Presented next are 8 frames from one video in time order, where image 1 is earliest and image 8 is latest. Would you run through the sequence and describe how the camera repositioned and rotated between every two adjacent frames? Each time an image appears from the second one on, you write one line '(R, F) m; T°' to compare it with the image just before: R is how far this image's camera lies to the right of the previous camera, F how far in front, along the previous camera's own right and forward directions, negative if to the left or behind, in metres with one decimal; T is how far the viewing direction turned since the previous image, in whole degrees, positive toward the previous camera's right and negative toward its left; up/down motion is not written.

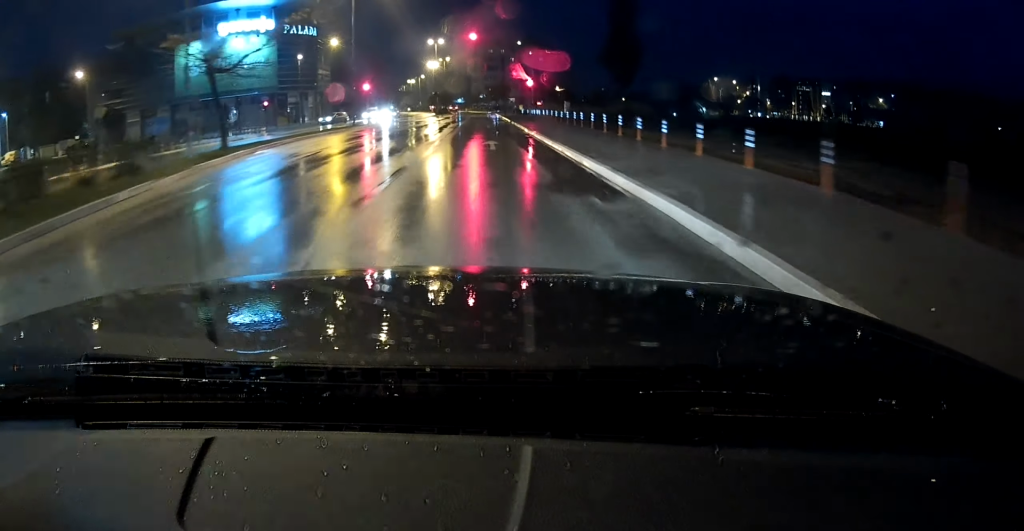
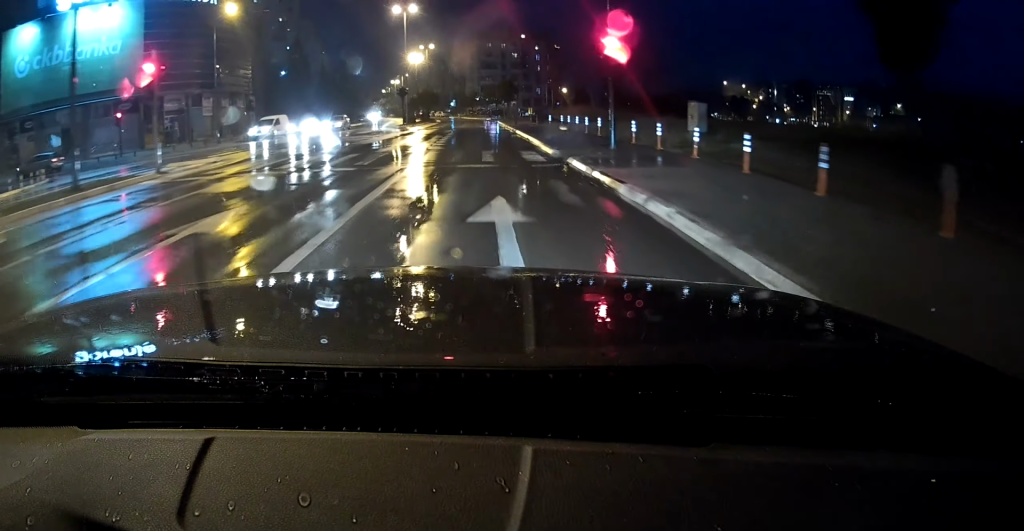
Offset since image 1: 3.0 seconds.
(-0.2, +28.8) m; 0°
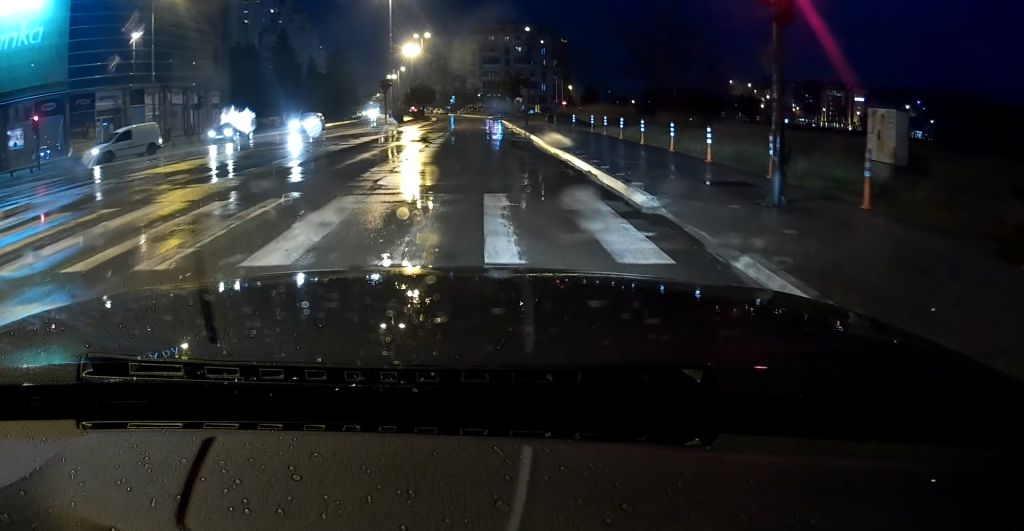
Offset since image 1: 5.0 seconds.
(0.0, +13.6) m; 0°
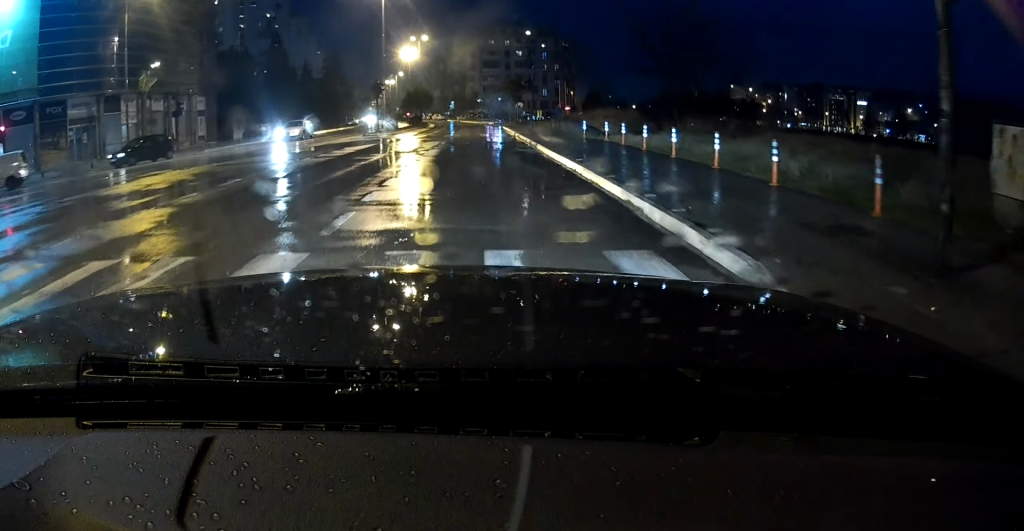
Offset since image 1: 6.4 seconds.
(-0.1, +9.1) m; 0°
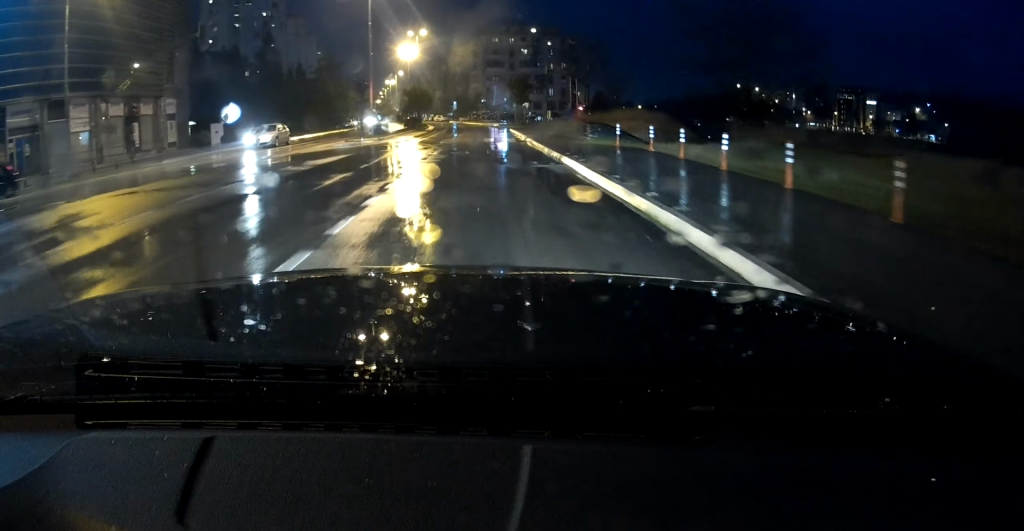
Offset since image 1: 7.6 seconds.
(+0.1, +9.0) m; 0°
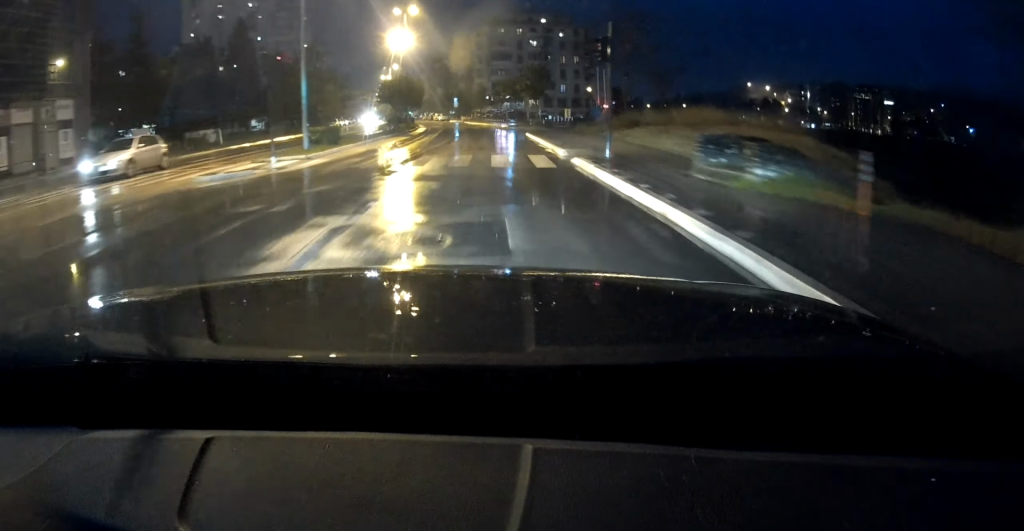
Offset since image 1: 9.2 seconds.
(+0.1, +14.6) m; -1°
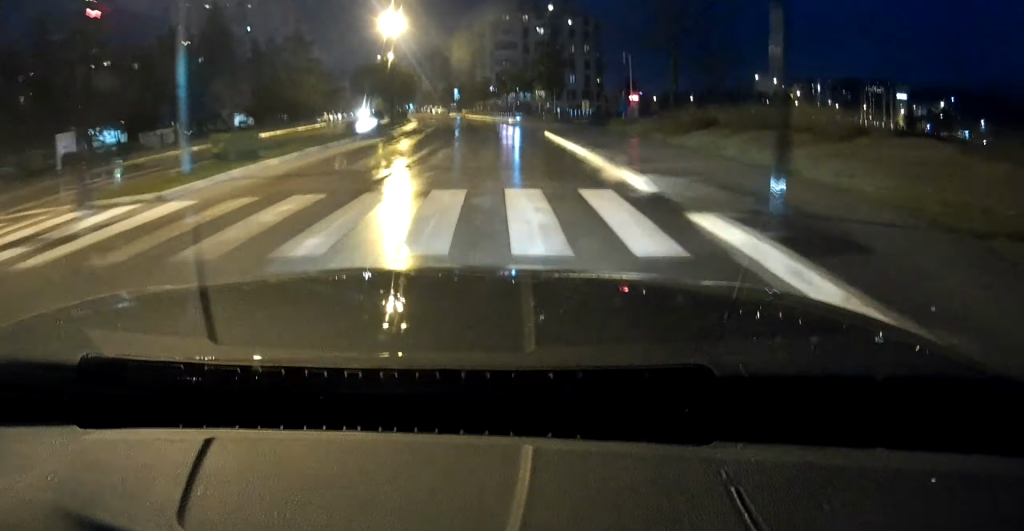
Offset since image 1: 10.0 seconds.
(+0.1, +8.2) m; -1°
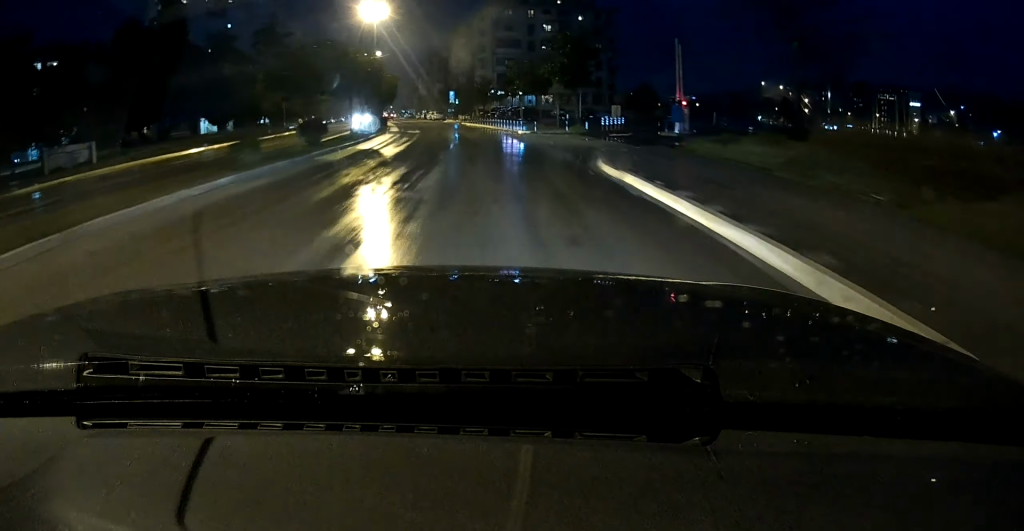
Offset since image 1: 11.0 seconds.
(-0.3, +12.9) m; -1°
